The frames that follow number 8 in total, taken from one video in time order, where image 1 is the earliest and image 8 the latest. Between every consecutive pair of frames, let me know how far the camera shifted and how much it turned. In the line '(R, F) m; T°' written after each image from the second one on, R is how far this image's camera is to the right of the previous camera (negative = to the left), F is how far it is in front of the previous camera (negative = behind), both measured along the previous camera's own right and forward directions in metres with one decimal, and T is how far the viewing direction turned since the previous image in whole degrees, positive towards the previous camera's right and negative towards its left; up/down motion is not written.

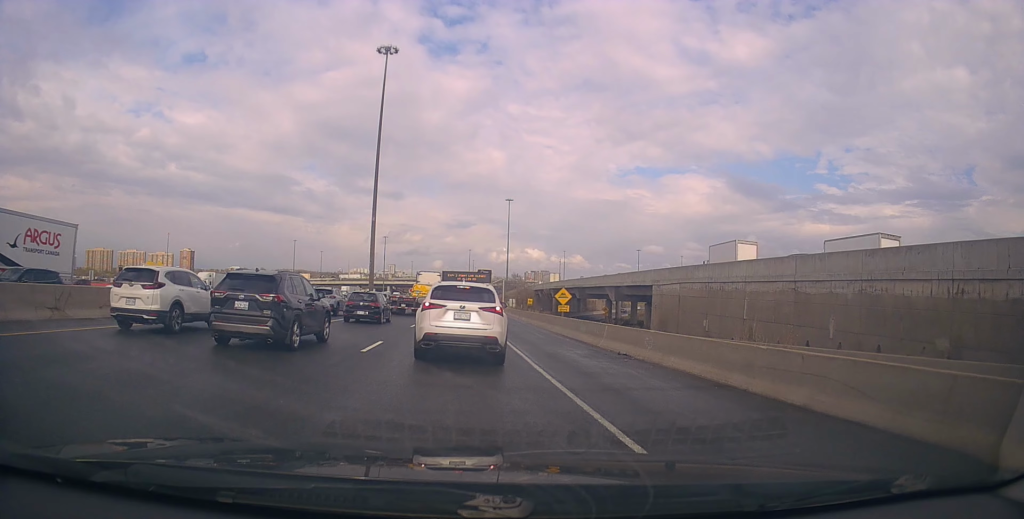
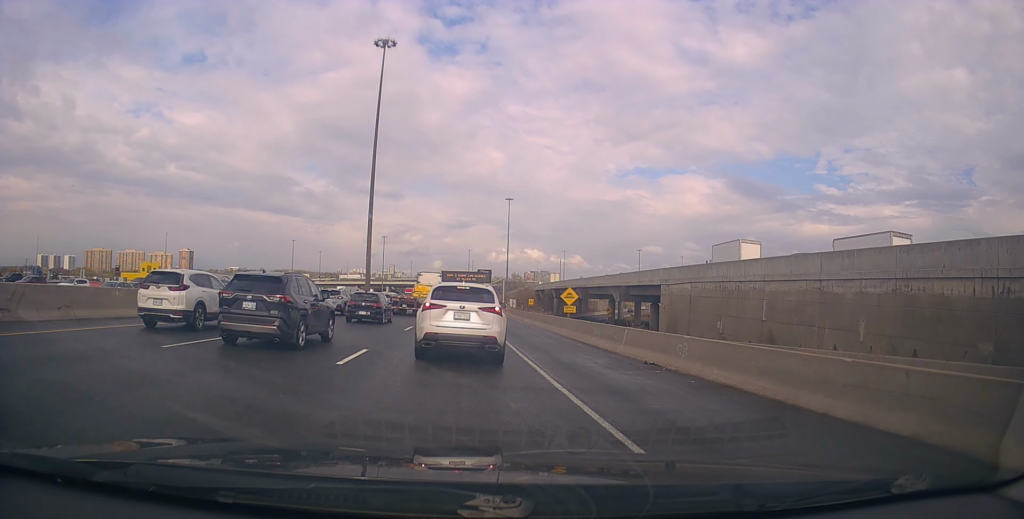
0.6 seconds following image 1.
(+0.1, +2.5) m; -4°
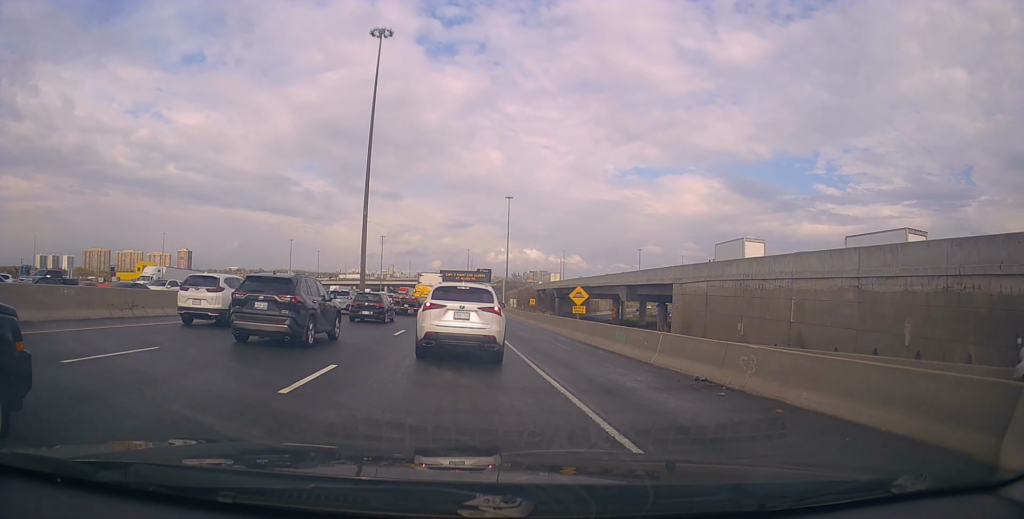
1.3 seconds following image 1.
(-0.3, +3.3) m; -5°
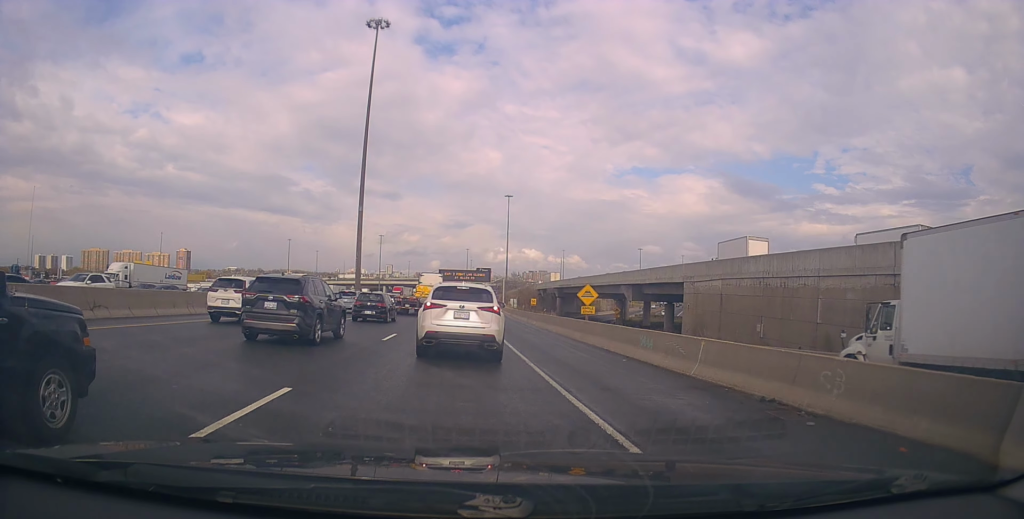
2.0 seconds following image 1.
(-0.1, +2.6) m; -3°
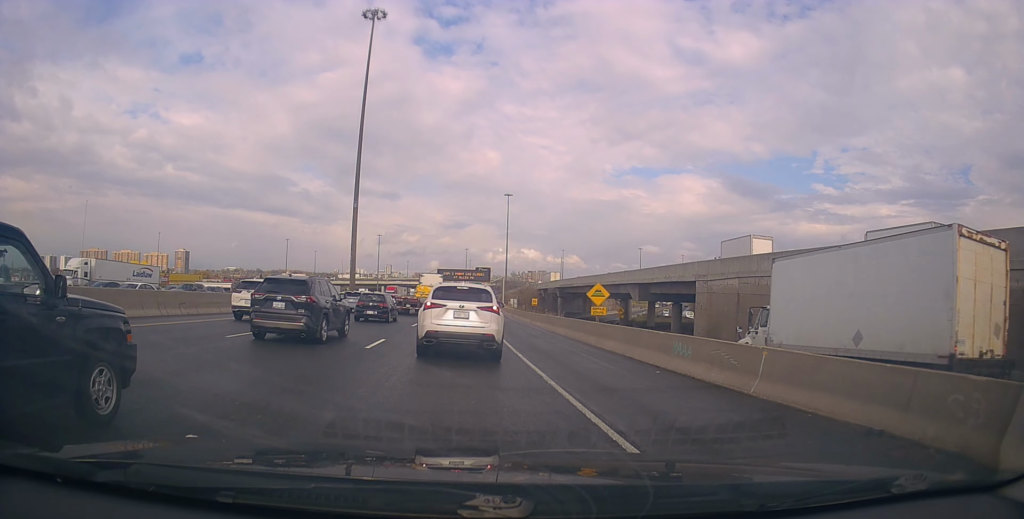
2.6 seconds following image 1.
(+0.1, +2.8) m; 0°
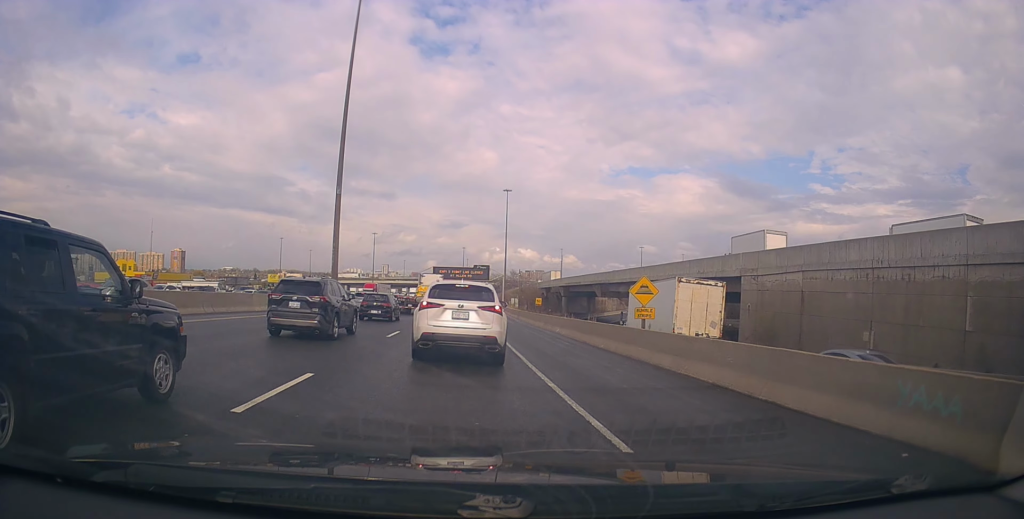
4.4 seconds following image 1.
(+0.6, +7.6) m; +7°
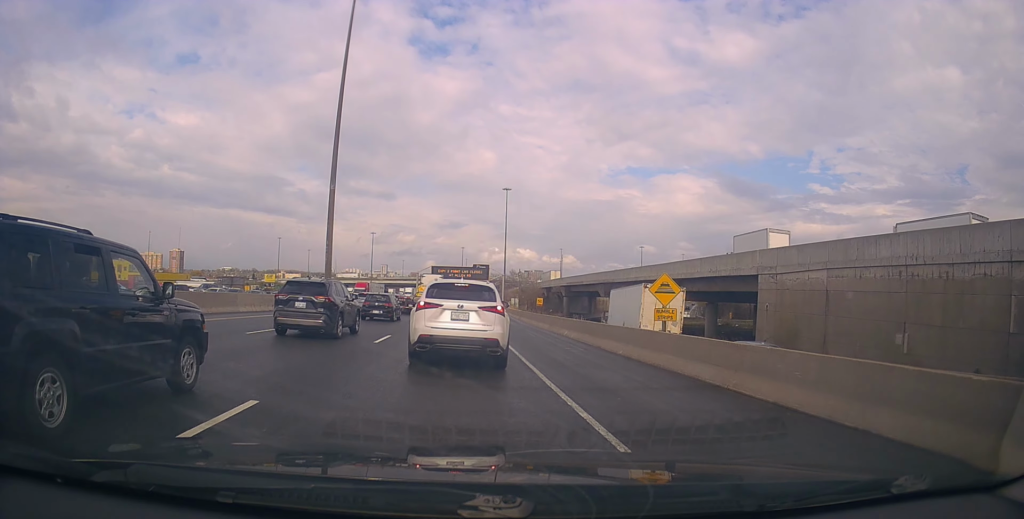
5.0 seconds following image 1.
(+0.1, +2.3) m; 0°
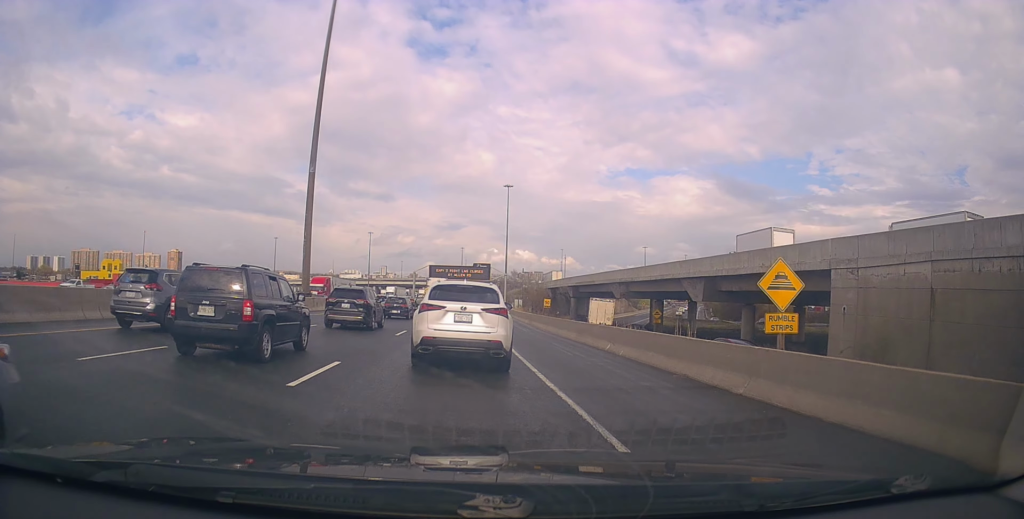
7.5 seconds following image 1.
(-0.5, +8.0) m; -3°
